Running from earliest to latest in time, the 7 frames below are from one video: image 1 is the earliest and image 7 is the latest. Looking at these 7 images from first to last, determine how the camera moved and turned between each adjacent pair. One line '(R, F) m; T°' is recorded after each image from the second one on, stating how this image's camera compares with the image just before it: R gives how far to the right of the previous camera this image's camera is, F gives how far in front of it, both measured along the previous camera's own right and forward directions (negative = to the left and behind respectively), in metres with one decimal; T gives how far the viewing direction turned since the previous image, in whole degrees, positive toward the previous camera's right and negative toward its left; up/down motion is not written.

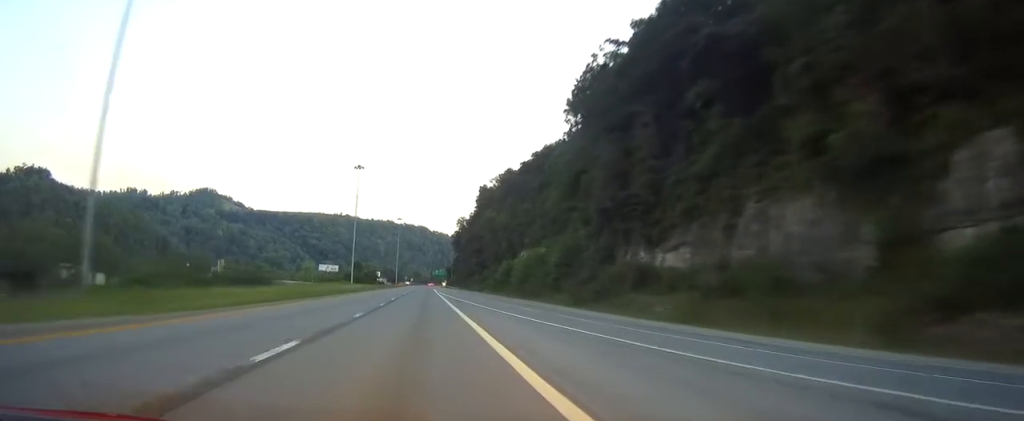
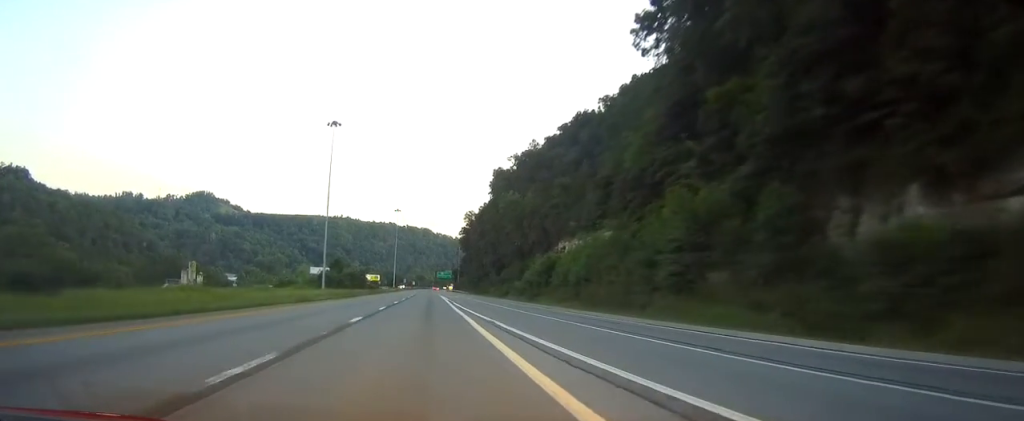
(-0.4, +51.8) m; -1°
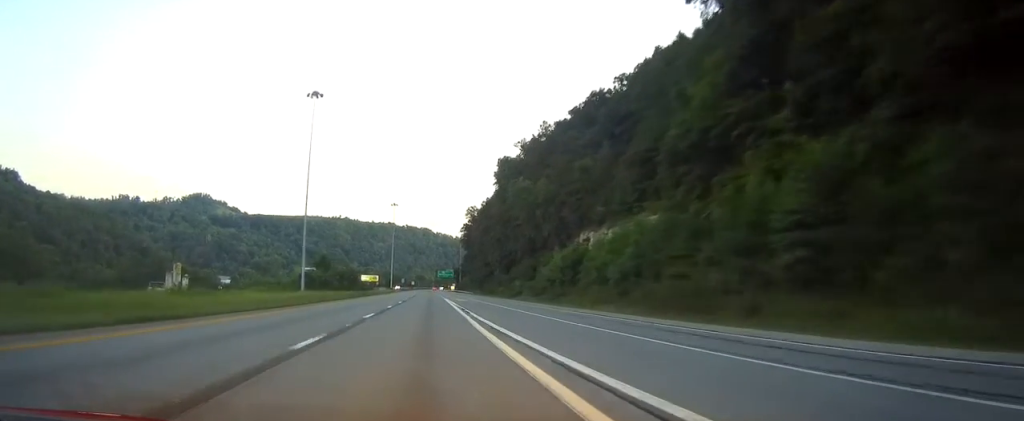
(0.0, +20.4) m; 0°
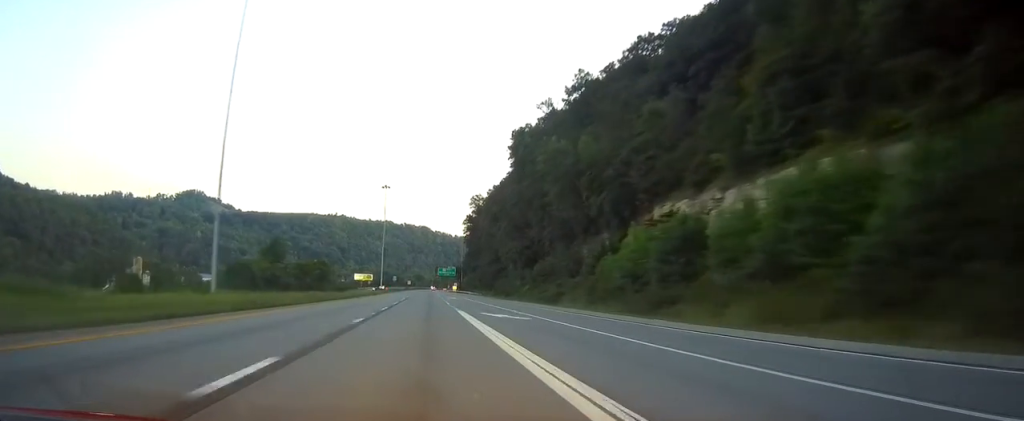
(0.0, +42.1) m; 0°
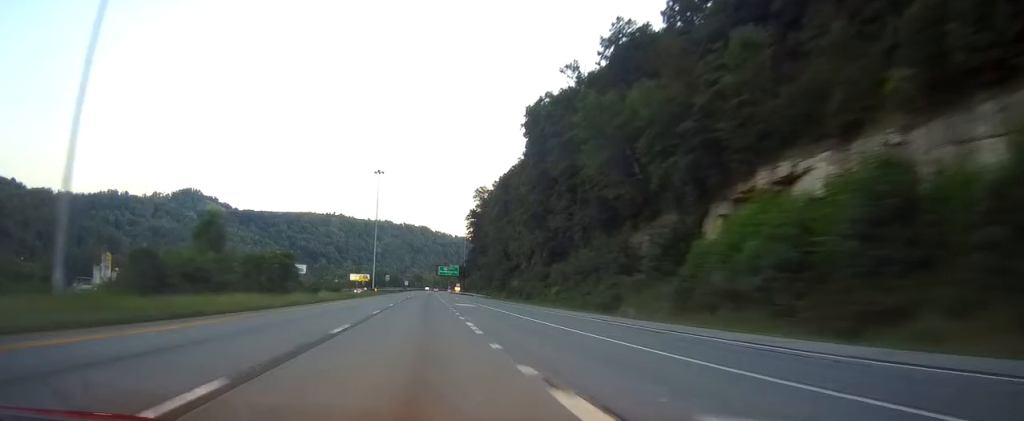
(0.0, +27.4) m; 0°
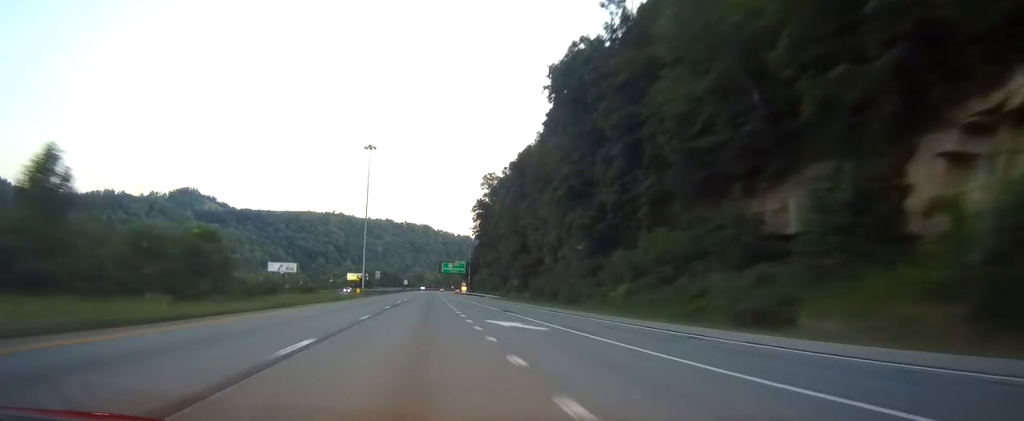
(0.0, +30.9) m; 0°
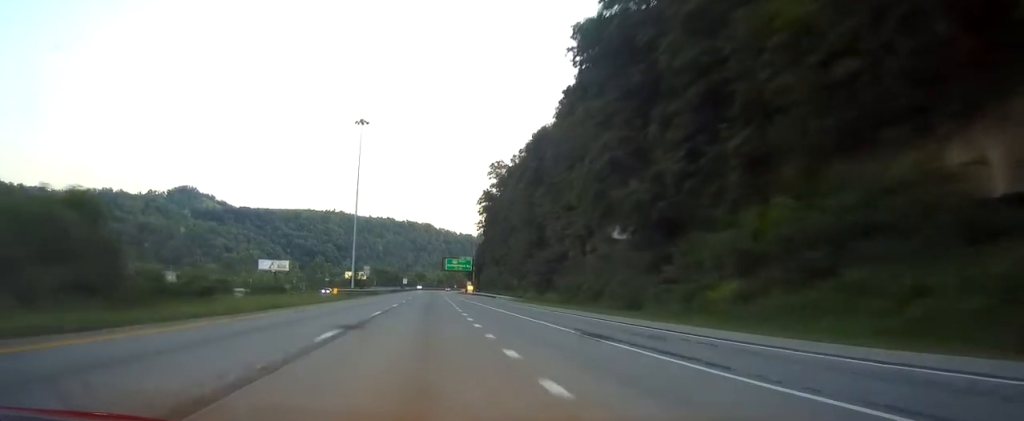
(0.0, +21.8) m; 0°
